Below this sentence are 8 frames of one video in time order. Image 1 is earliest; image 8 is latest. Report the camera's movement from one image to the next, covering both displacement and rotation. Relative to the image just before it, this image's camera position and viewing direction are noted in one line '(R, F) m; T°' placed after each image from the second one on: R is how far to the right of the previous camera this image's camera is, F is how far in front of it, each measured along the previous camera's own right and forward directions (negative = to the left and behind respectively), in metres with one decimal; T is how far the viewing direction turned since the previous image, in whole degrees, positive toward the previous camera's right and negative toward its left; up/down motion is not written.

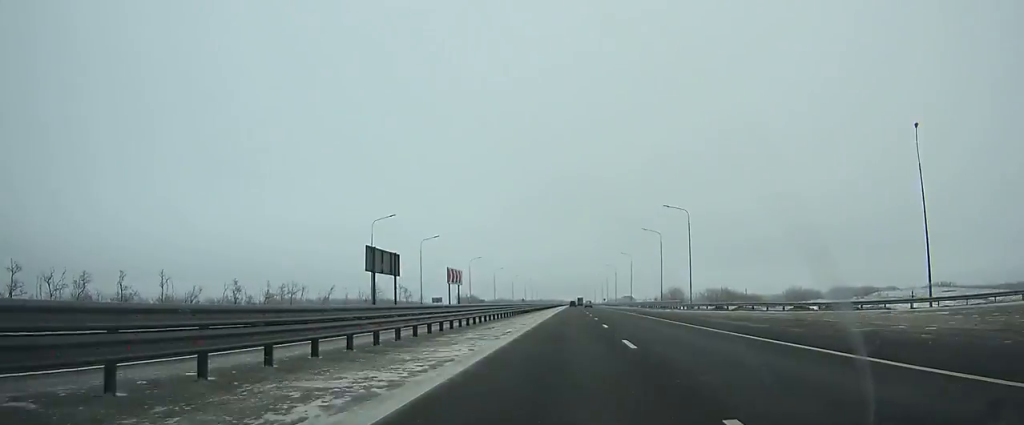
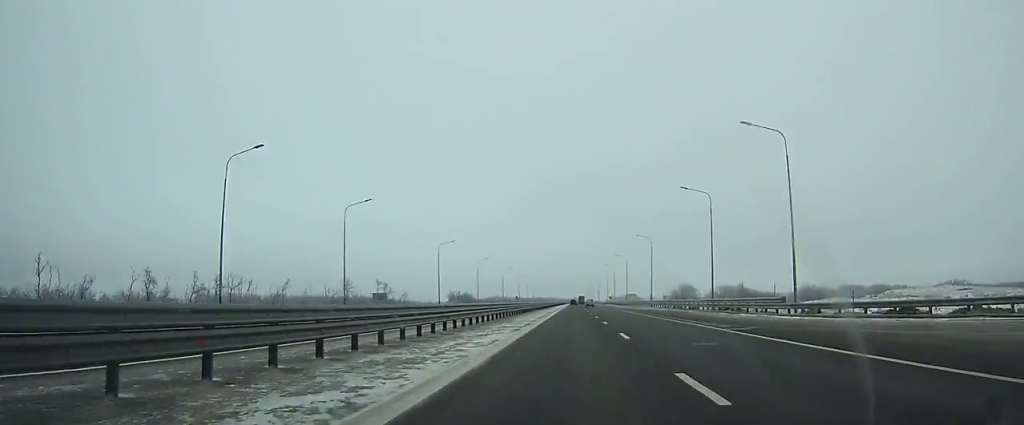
(+0.1, +32.3) m; 0°
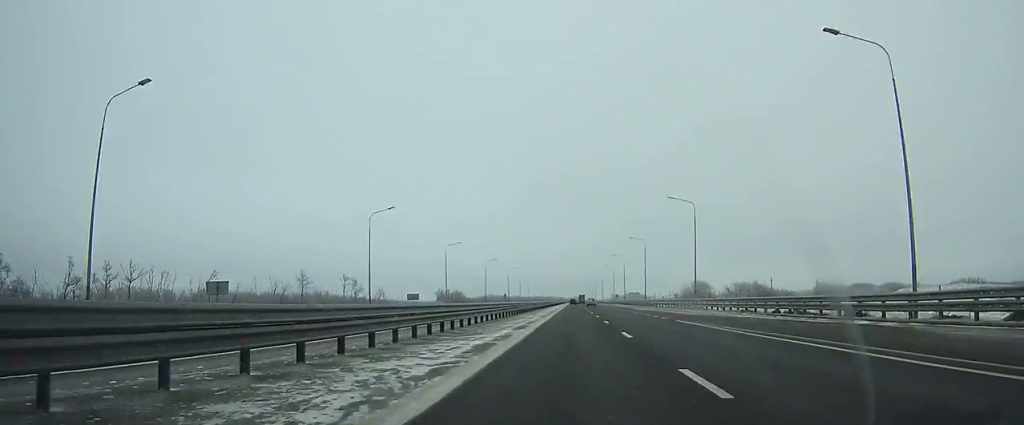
(-0.1, +34.9) m; 0°
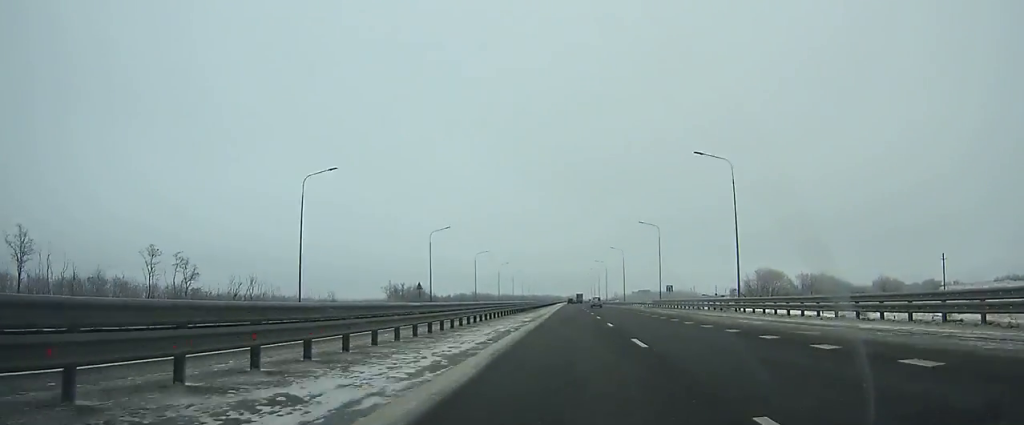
(+0.7, +98.5) m; 0°
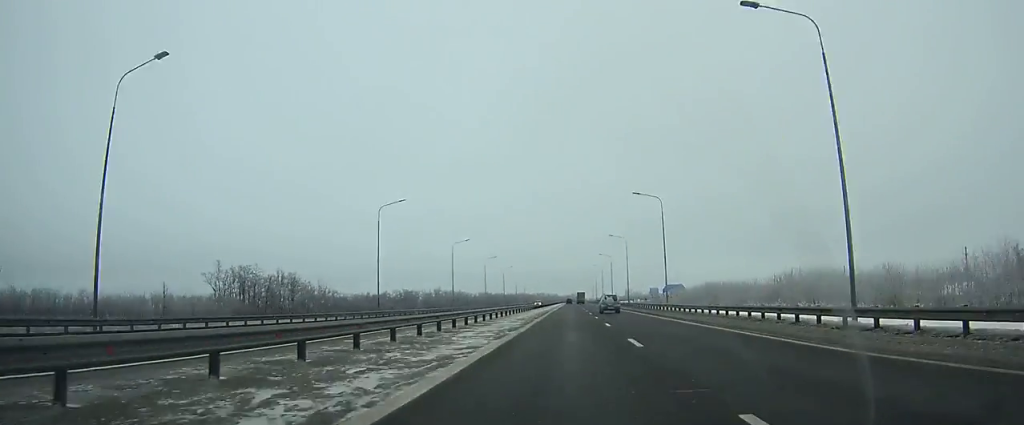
(-0.4, +142.3) m; 0°
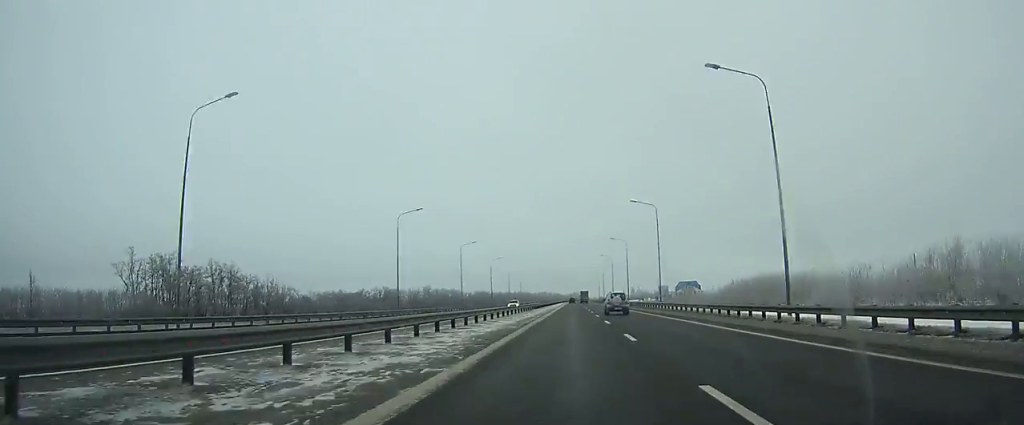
(0.0, +33.8) m; 0°
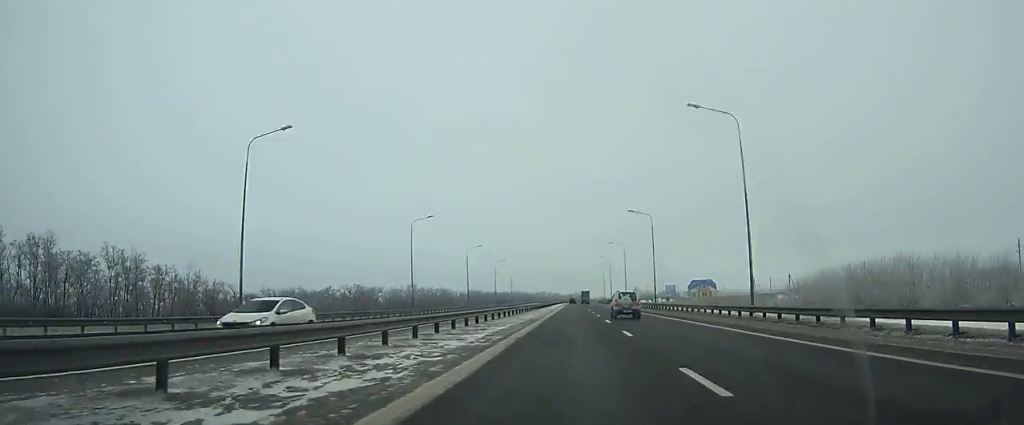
(0.0, +33.8) m; 0°
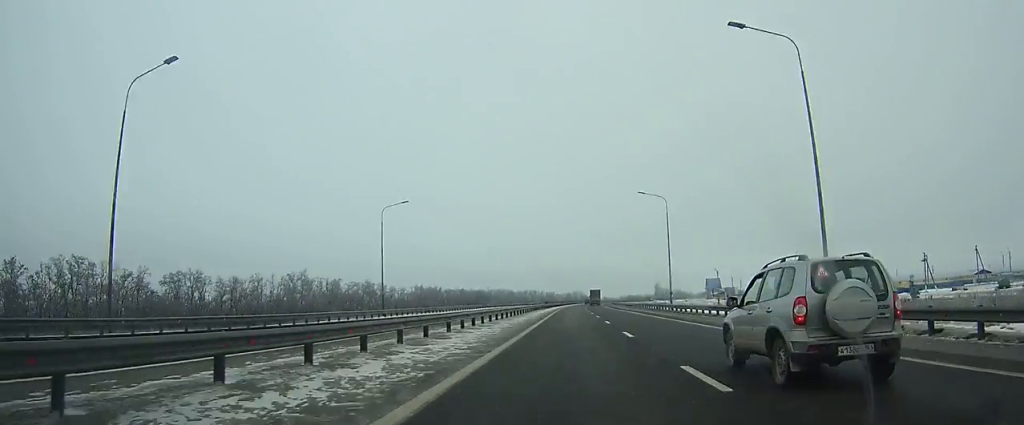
(+0.1, +130.2) m; 0°
